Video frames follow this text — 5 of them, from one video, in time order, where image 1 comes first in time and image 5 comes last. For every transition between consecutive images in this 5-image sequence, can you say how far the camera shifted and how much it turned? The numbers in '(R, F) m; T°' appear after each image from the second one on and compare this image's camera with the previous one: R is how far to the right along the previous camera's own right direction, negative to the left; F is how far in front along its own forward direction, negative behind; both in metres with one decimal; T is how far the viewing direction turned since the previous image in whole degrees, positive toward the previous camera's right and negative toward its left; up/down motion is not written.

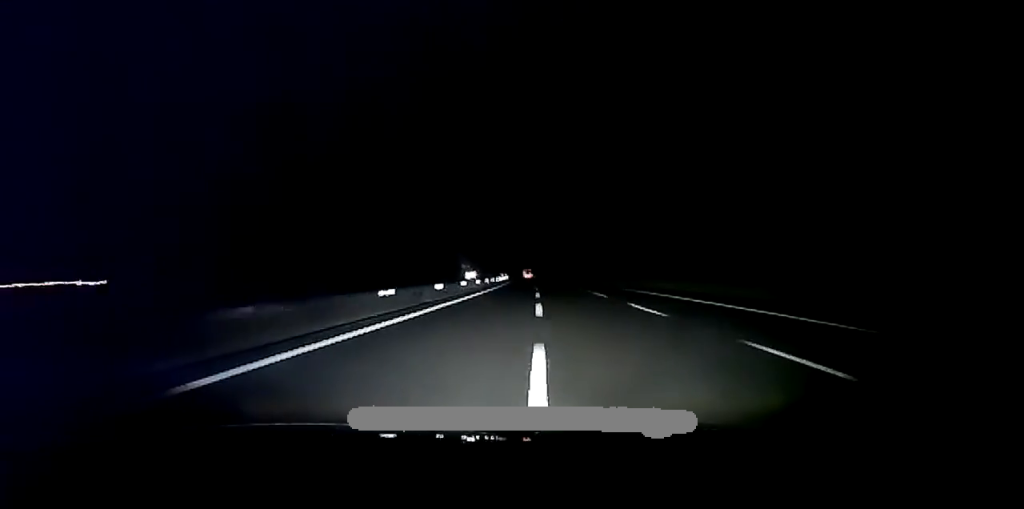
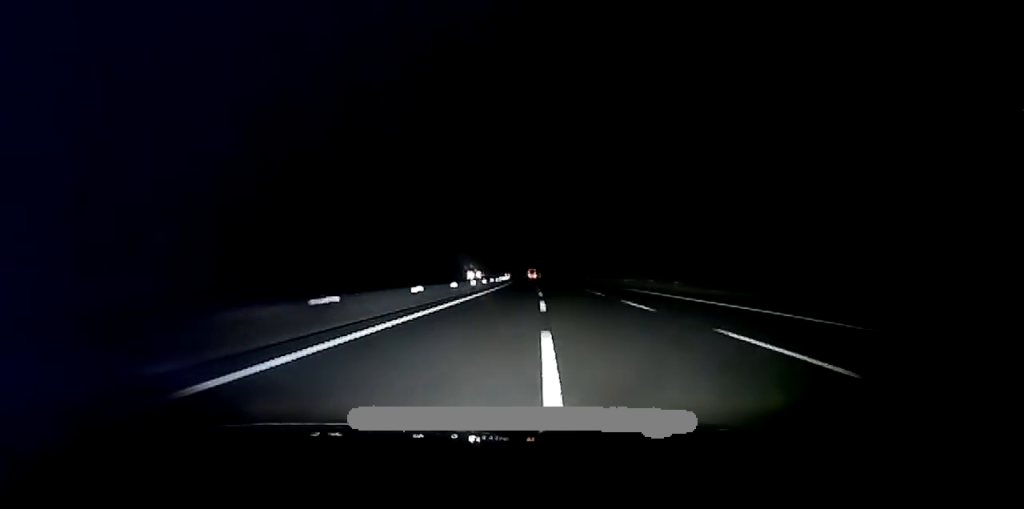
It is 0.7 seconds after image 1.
(-0.1, +41.9) m; -1°
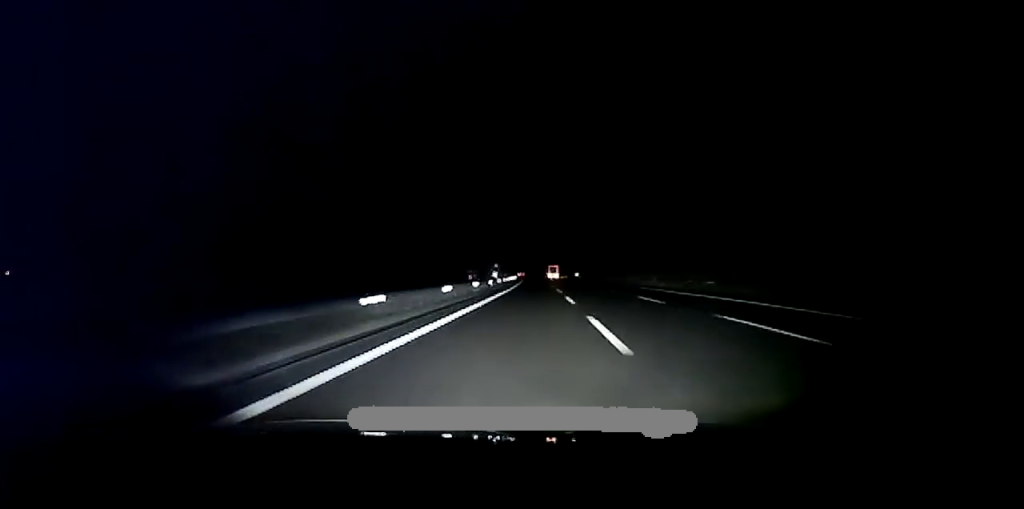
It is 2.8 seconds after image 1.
(-3.6, +132.9) m; -3°
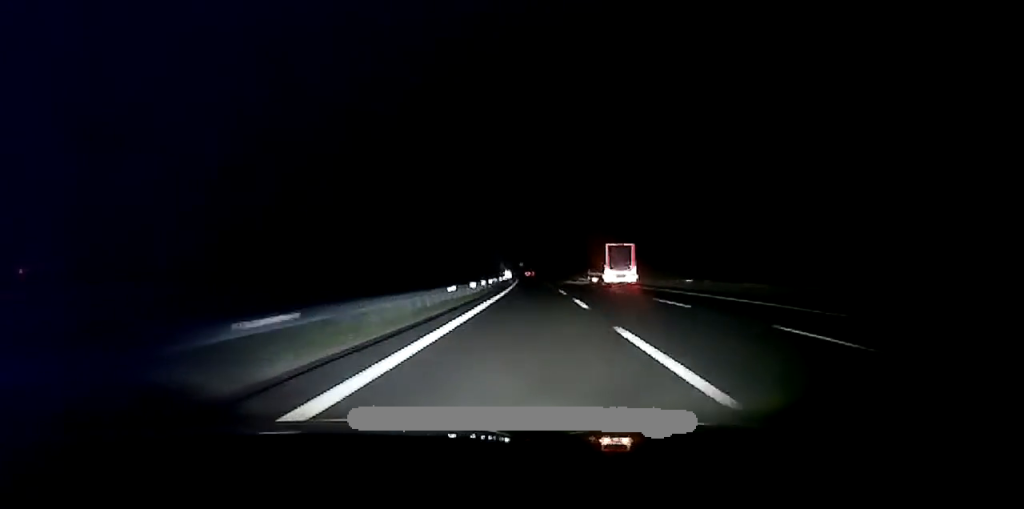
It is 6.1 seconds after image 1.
(-5.2, +200.1) m; -3°
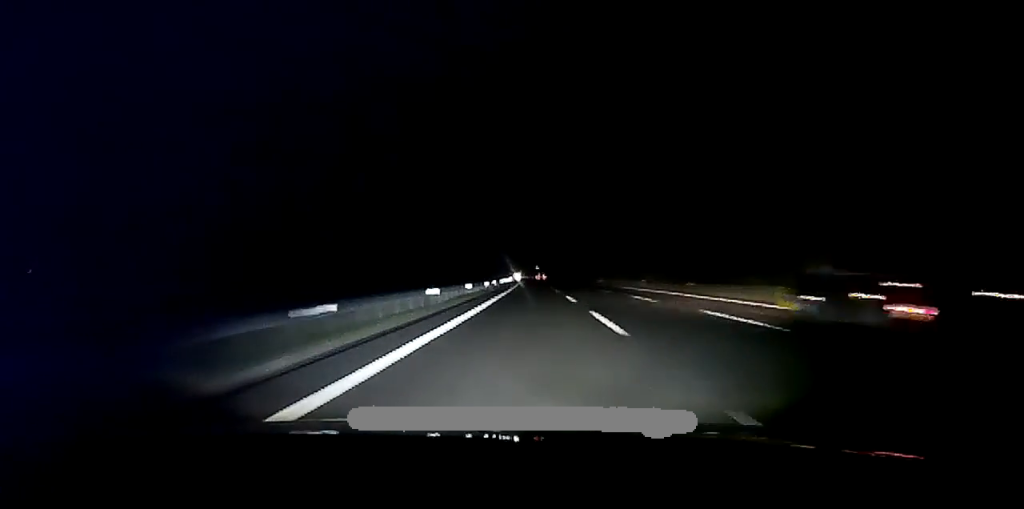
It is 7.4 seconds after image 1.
(-0.9, +84.2) m; -1°
